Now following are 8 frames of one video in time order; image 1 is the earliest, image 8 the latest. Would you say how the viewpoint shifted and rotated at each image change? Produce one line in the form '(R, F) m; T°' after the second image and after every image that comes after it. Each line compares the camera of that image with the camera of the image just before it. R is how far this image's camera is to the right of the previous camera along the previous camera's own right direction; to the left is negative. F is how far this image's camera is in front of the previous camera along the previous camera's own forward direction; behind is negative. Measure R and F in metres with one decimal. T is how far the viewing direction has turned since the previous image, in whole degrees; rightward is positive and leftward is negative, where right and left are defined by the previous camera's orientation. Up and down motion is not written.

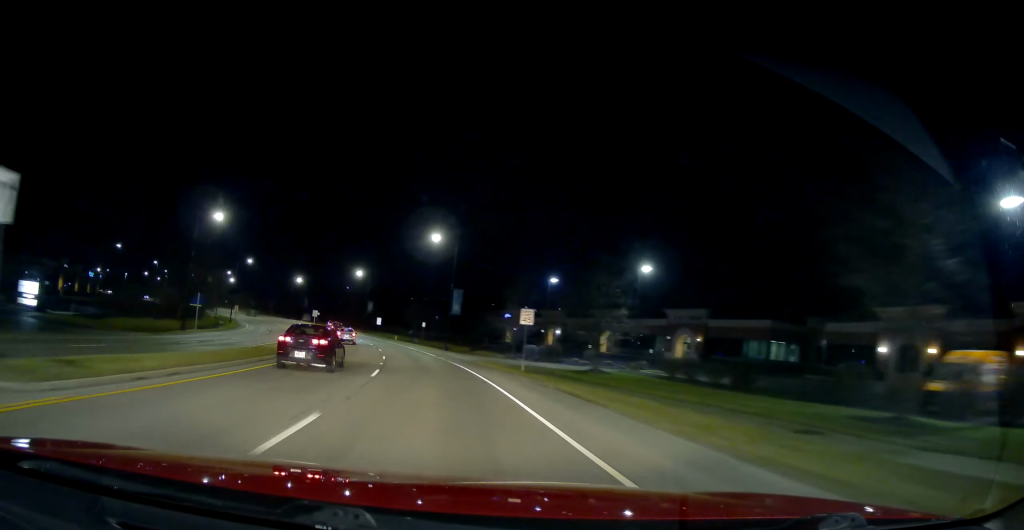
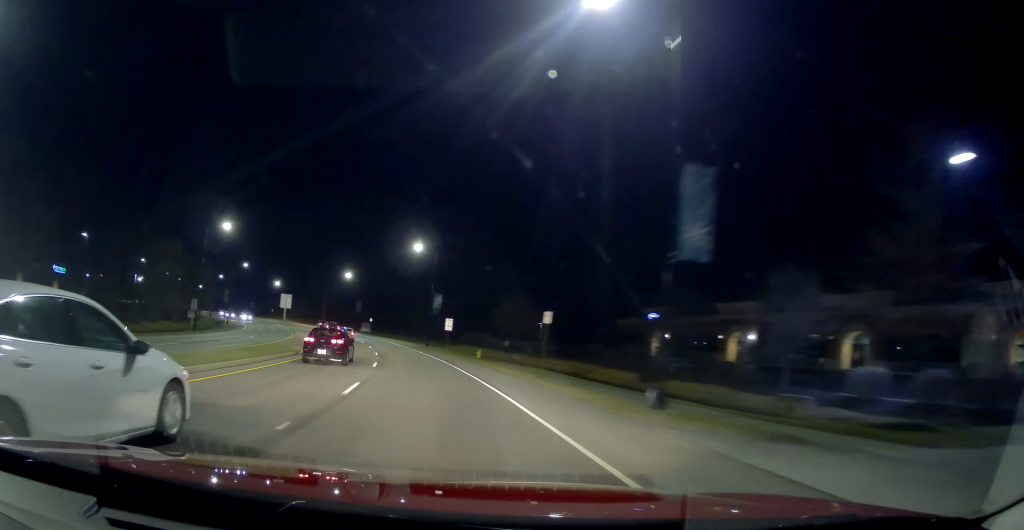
(-2.4, +43.4) m; -8°
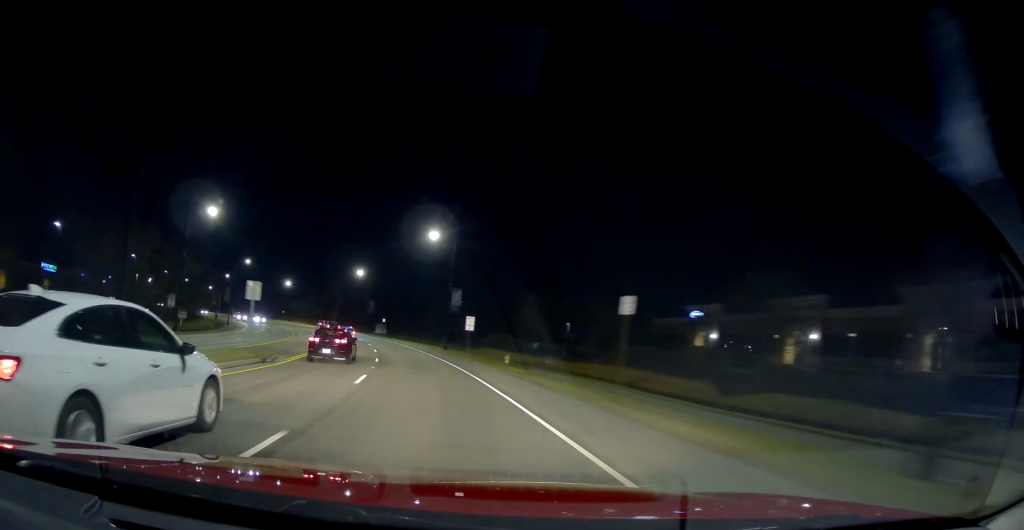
(-0.2, +8.5) m; -2°
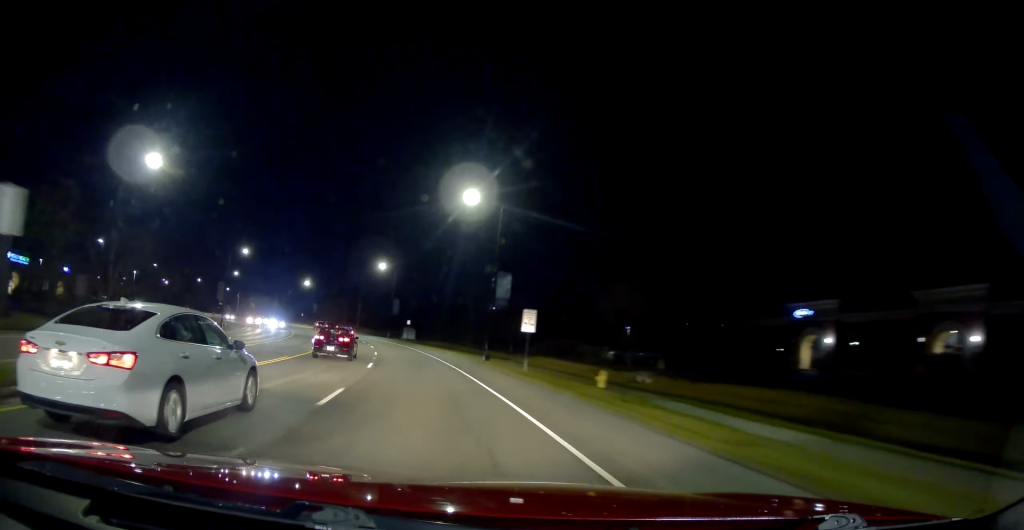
(-0.5, +17.0) m; -3°
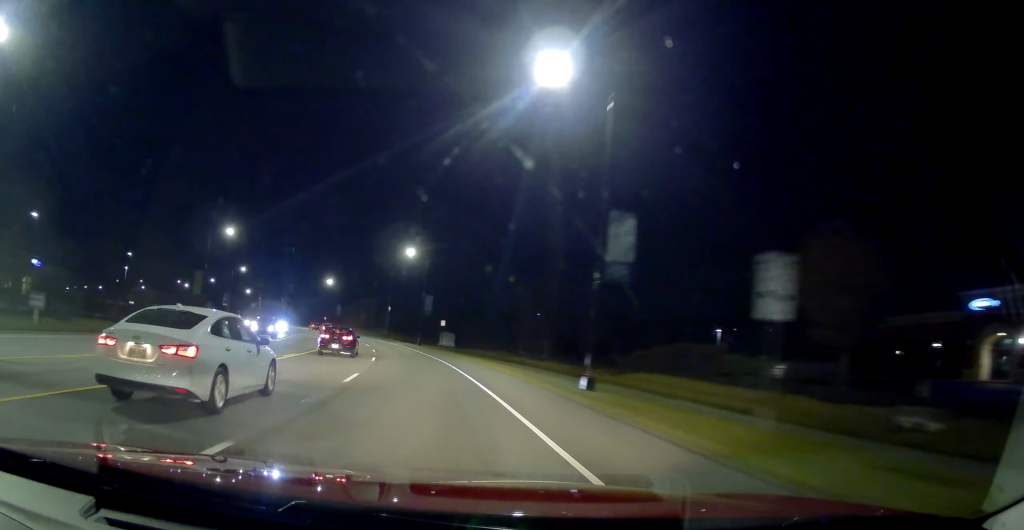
(-0.6, +19.8) m; -4°
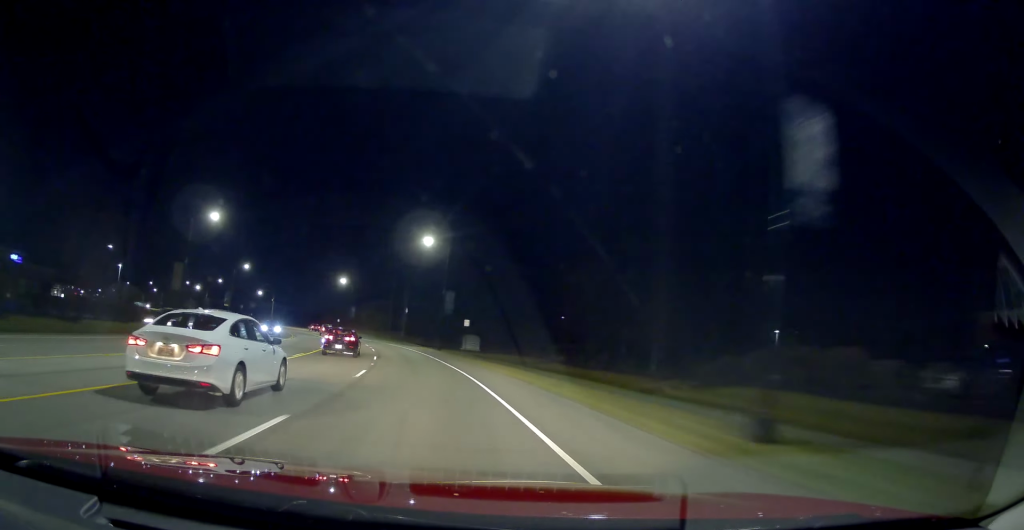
(+0.1, +10.0) m; -2°
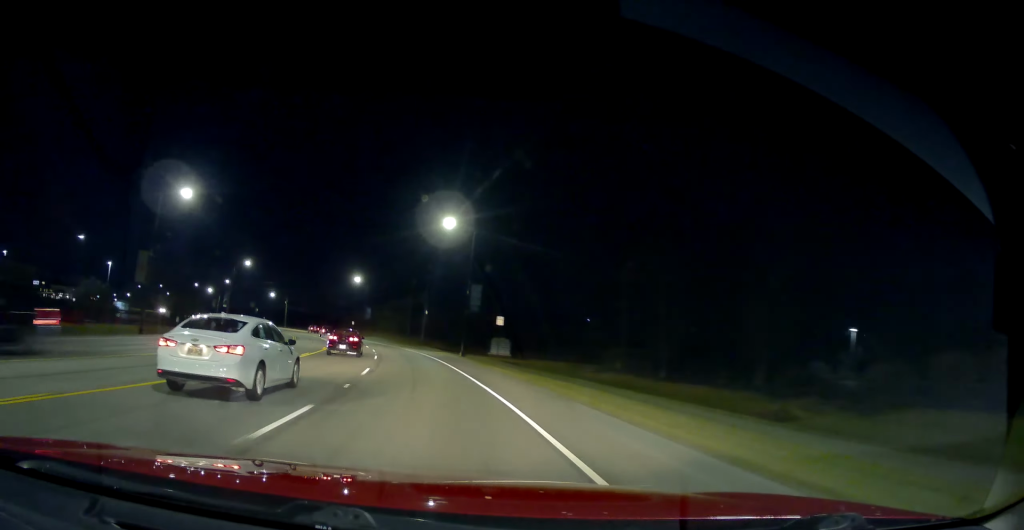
(-0.5, +10.7) m; -3°
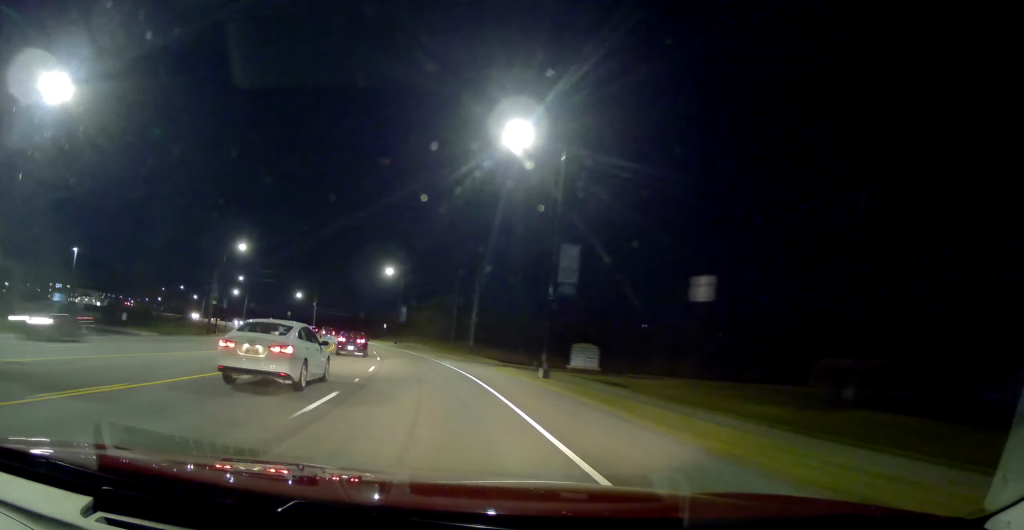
(-1.3, +22.7) m; -6°
